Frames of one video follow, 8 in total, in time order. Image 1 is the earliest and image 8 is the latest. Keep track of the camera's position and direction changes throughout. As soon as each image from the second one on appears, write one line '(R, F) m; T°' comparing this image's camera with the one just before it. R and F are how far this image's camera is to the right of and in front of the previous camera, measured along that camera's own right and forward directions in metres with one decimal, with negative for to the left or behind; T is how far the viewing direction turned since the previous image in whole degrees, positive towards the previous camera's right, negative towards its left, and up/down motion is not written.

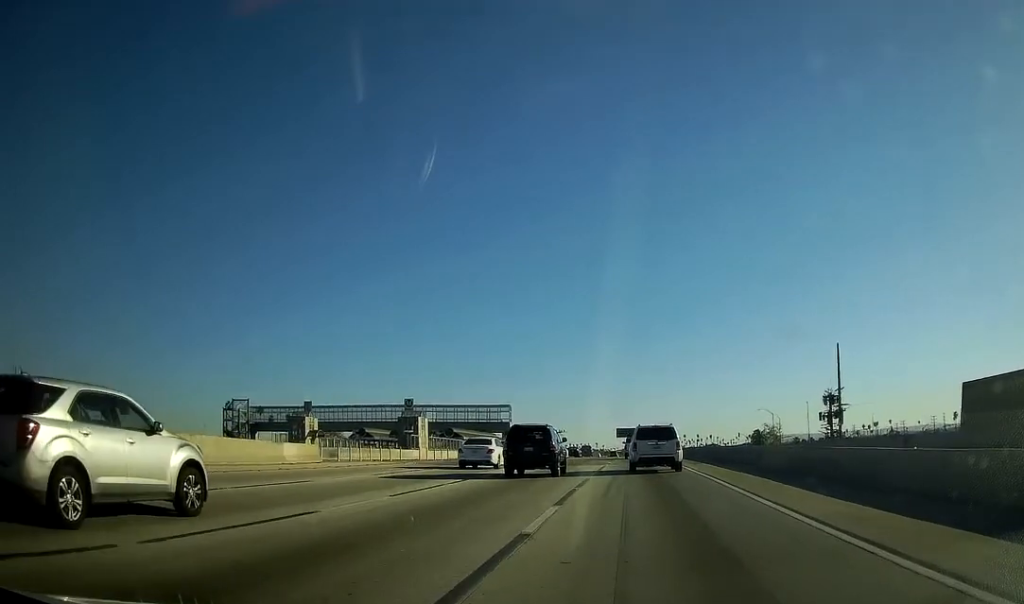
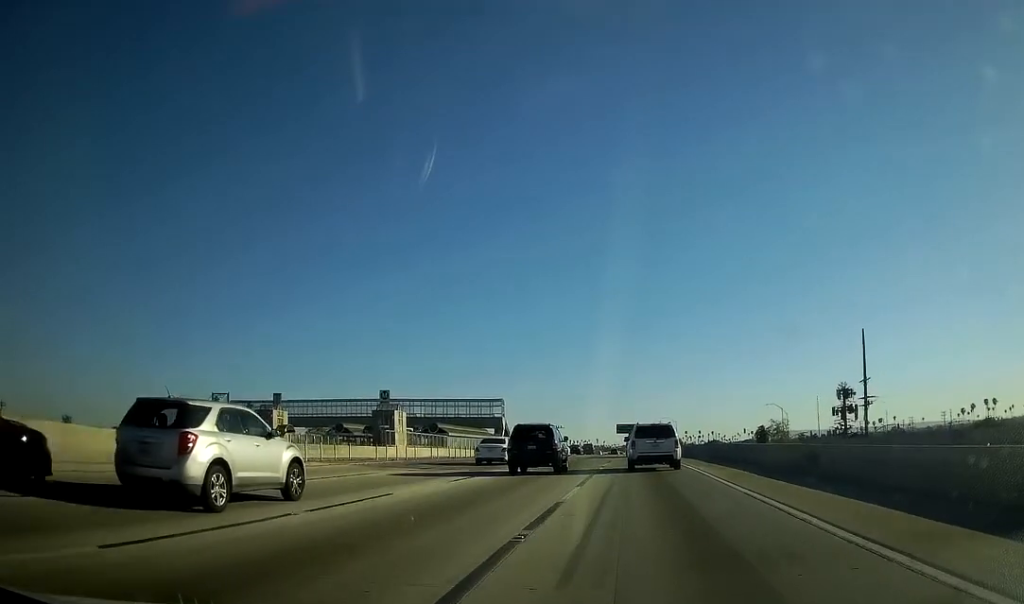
(-0.1, +10.2) m; -1°
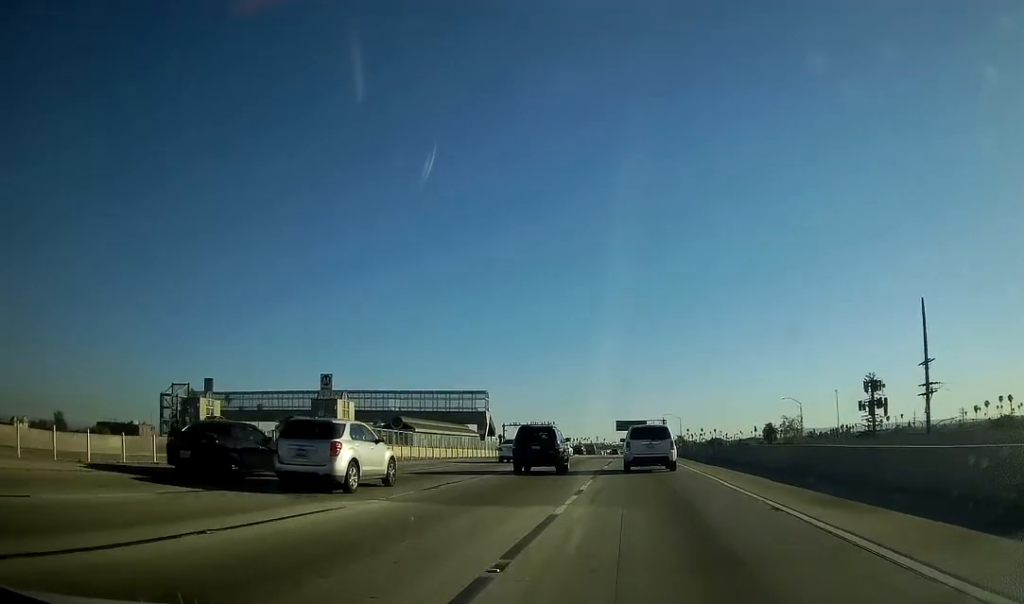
(0.0, +17.2) m; 0°
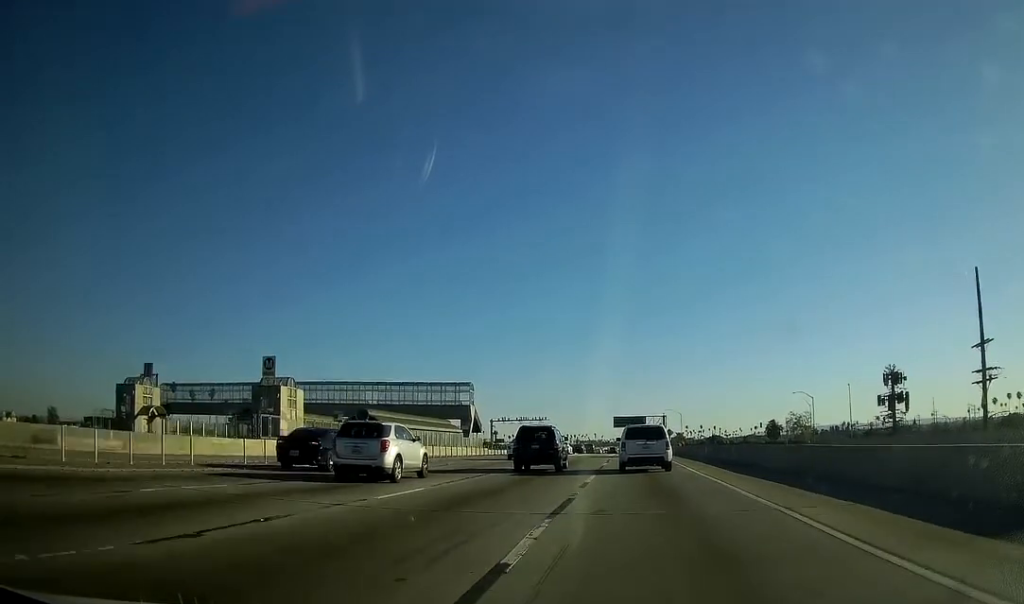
(0.0, +10.9) m; 0°
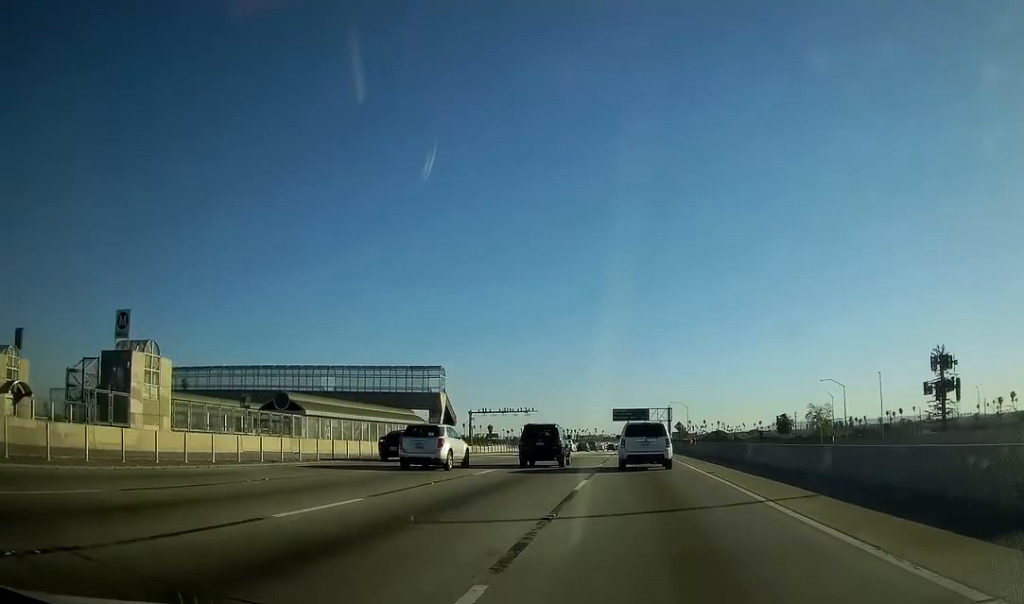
(0.0, +19.4) m; 0°
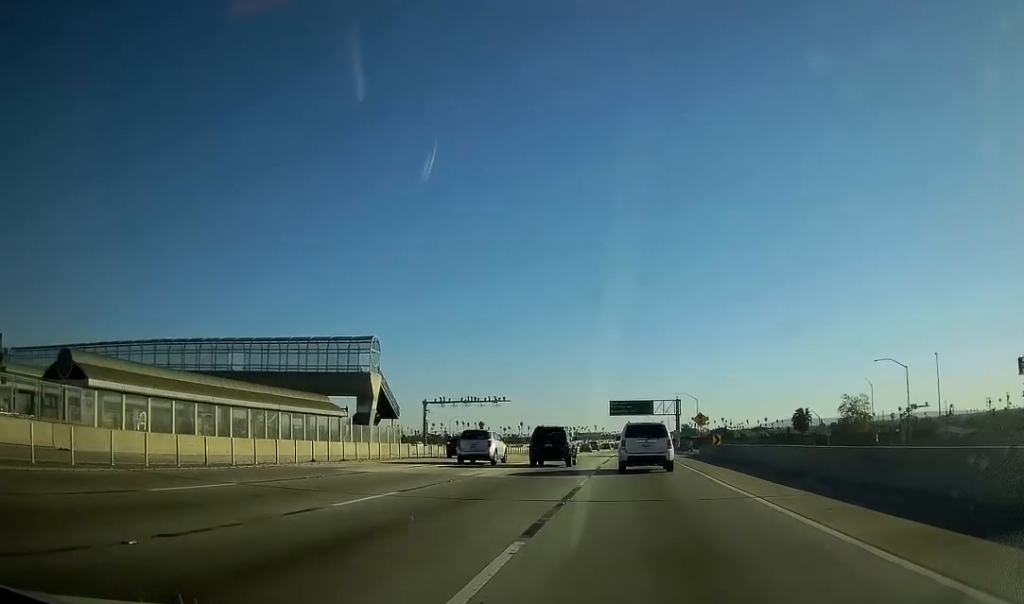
(-0.2, +26.9) m; -2°
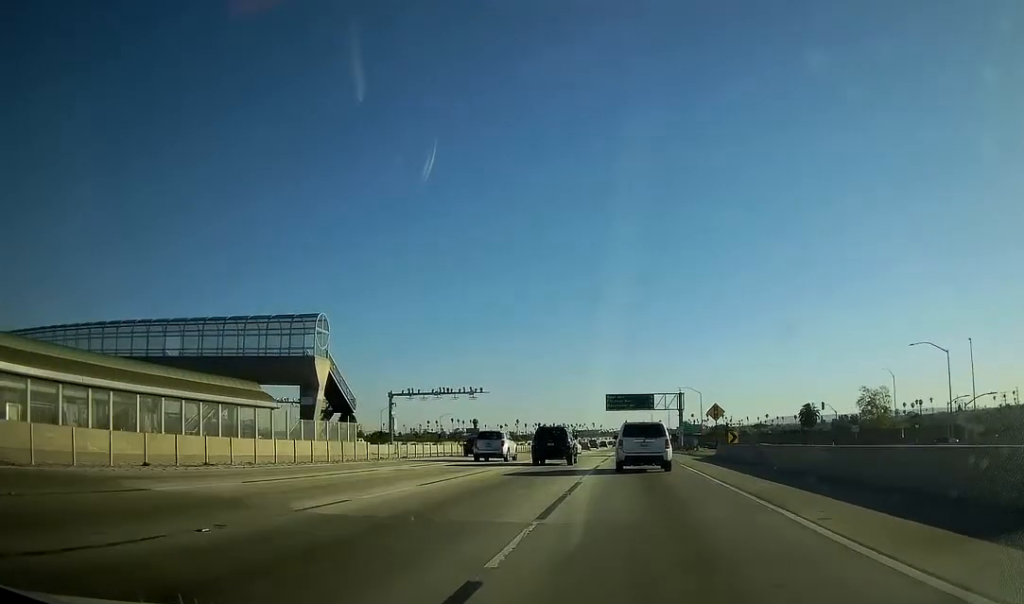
(-0.5, +13.2) m; 0°
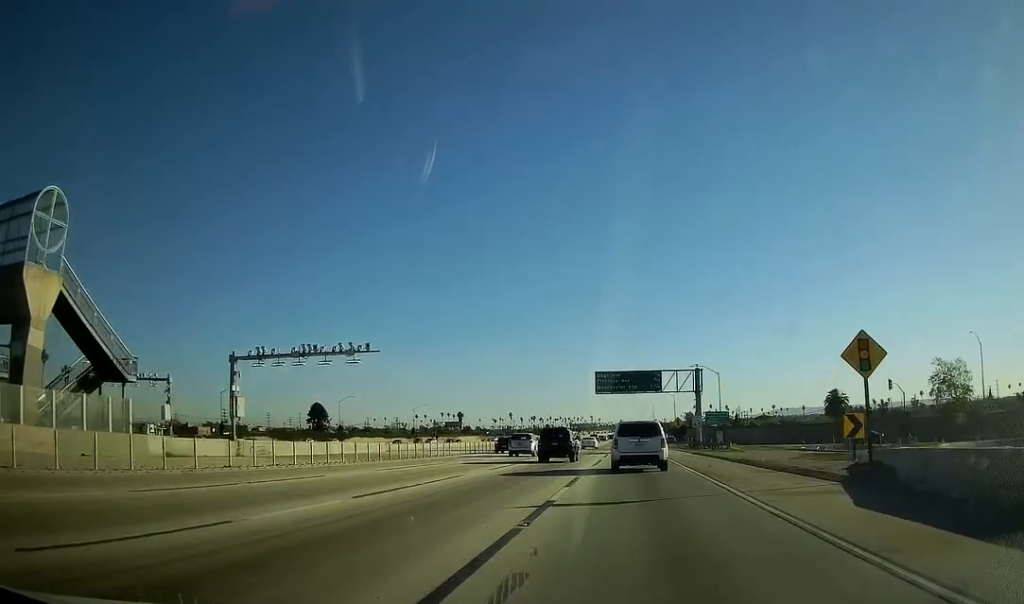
(+1.0, +34.3) m; +2°
